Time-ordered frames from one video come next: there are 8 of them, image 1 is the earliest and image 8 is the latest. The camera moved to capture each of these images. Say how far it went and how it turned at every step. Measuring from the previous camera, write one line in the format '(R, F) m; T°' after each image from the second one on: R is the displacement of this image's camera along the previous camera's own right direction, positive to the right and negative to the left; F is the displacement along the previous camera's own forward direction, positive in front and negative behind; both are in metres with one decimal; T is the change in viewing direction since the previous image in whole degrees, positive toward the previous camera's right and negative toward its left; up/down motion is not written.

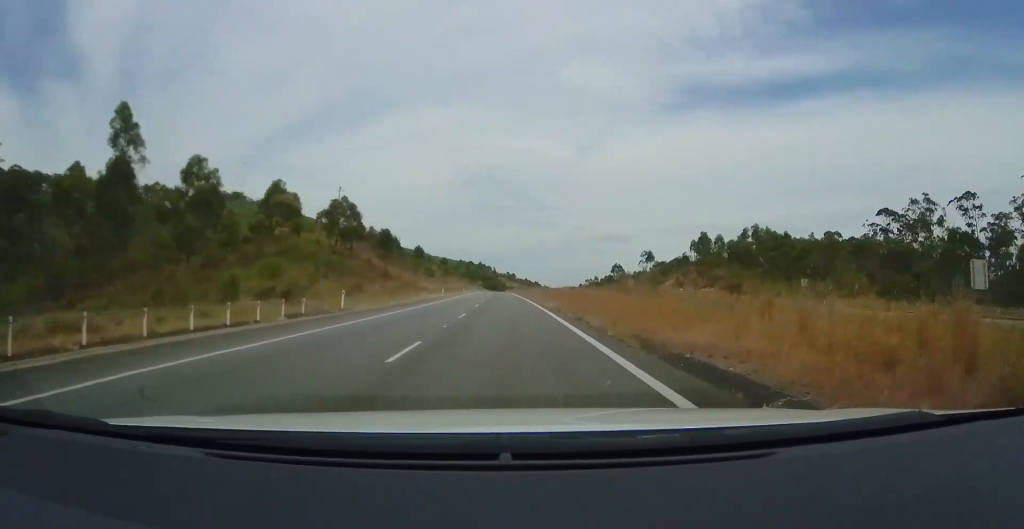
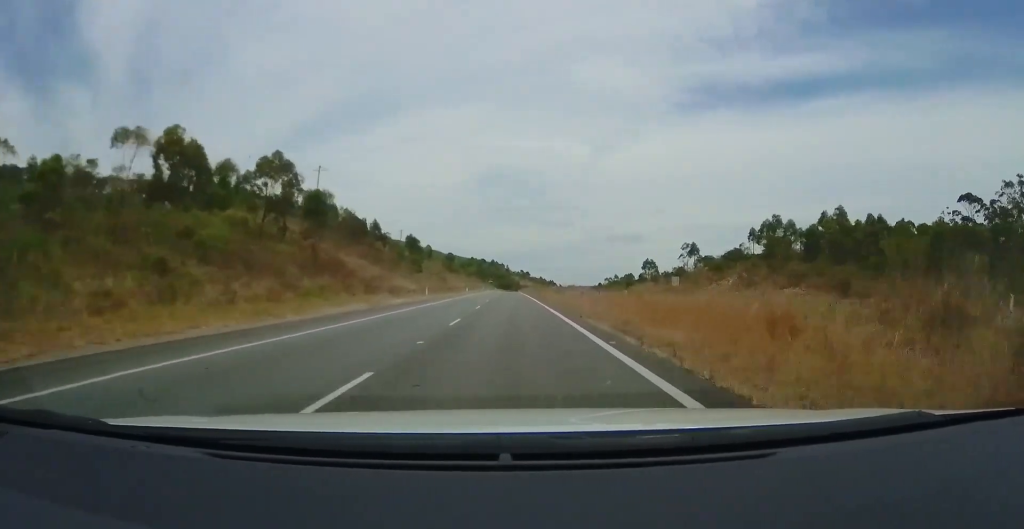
(-0.5, +28.6) m; -1°
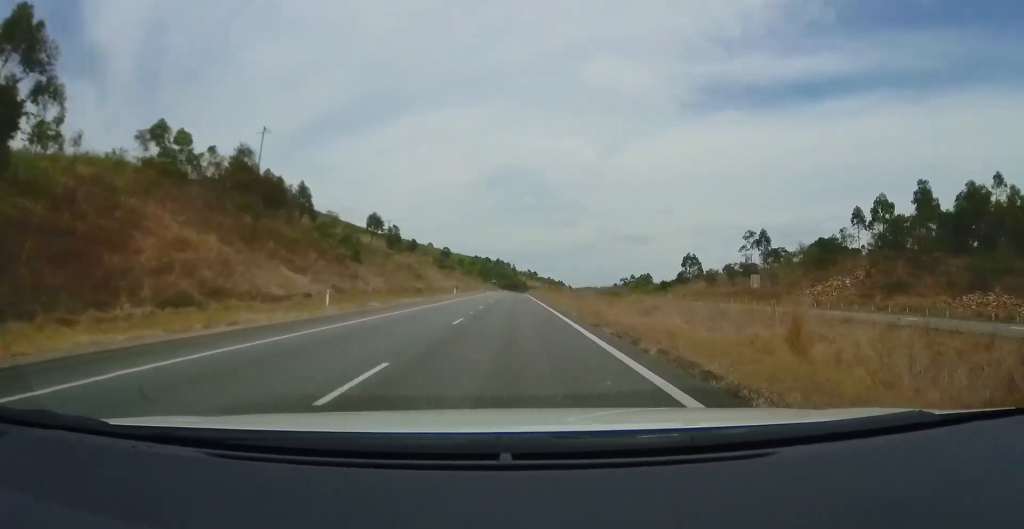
(-0.1, +35.7) m; 0°
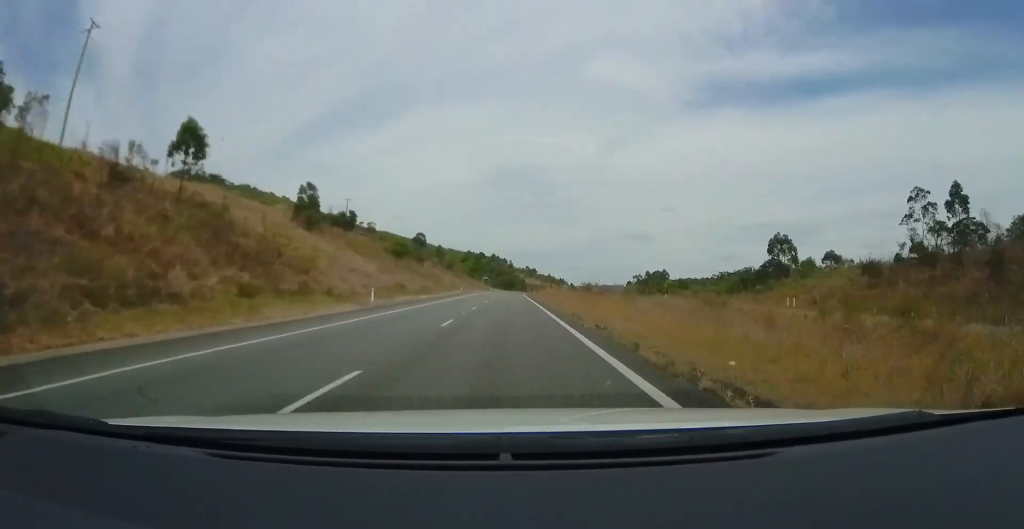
(-0.2, +50.2) m; 0°
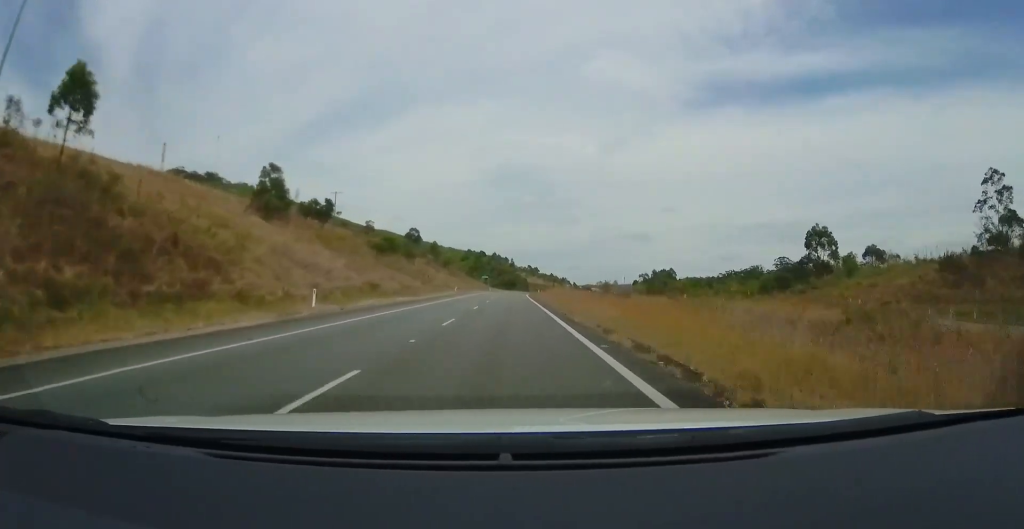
(-0.1, +12.0) m; 0°
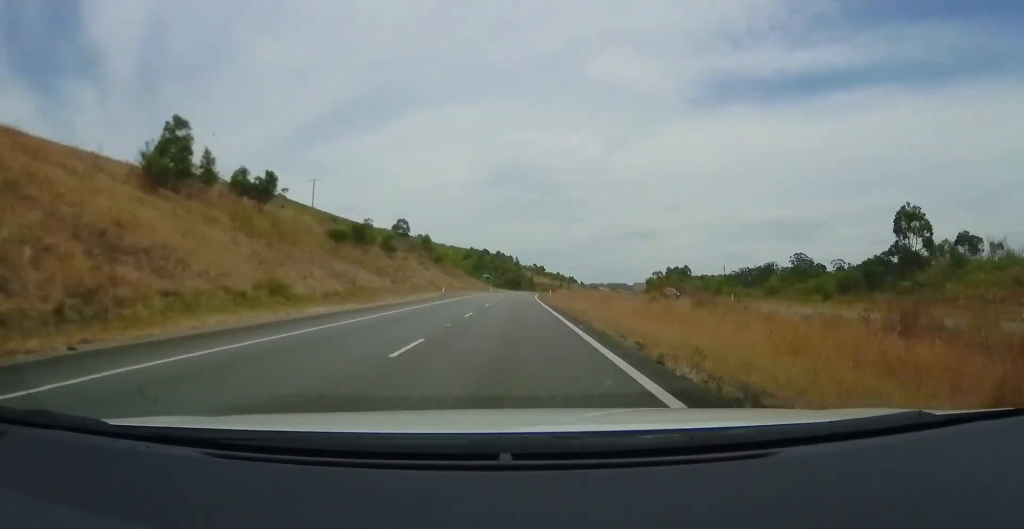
(+0.1, +19.1) m; 0°
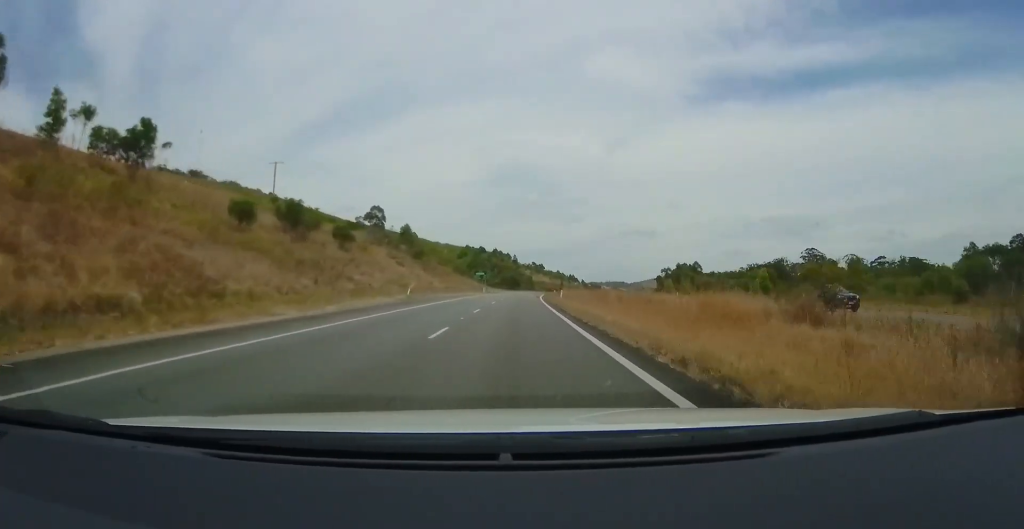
(0.0, +21.5) m; 0°
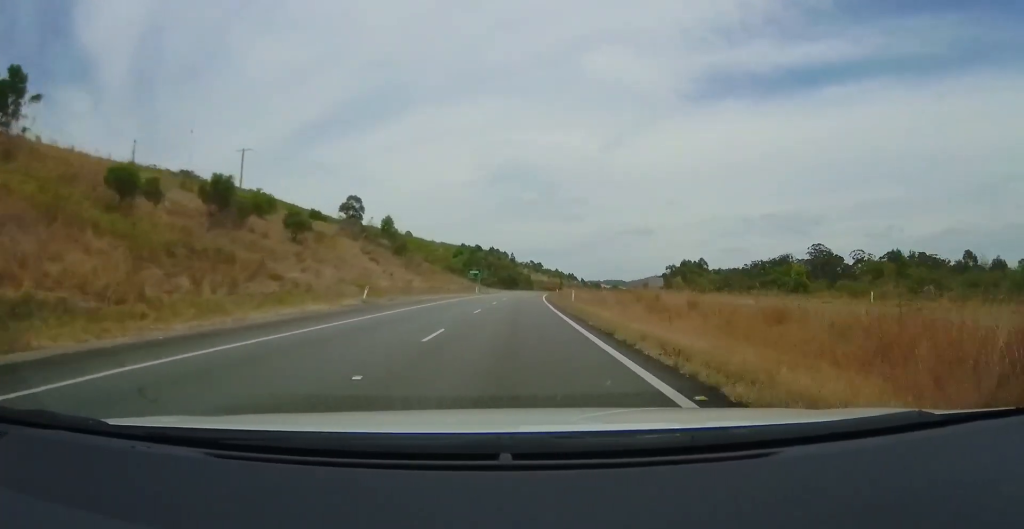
(-0.1, +13.2) m; 0°
